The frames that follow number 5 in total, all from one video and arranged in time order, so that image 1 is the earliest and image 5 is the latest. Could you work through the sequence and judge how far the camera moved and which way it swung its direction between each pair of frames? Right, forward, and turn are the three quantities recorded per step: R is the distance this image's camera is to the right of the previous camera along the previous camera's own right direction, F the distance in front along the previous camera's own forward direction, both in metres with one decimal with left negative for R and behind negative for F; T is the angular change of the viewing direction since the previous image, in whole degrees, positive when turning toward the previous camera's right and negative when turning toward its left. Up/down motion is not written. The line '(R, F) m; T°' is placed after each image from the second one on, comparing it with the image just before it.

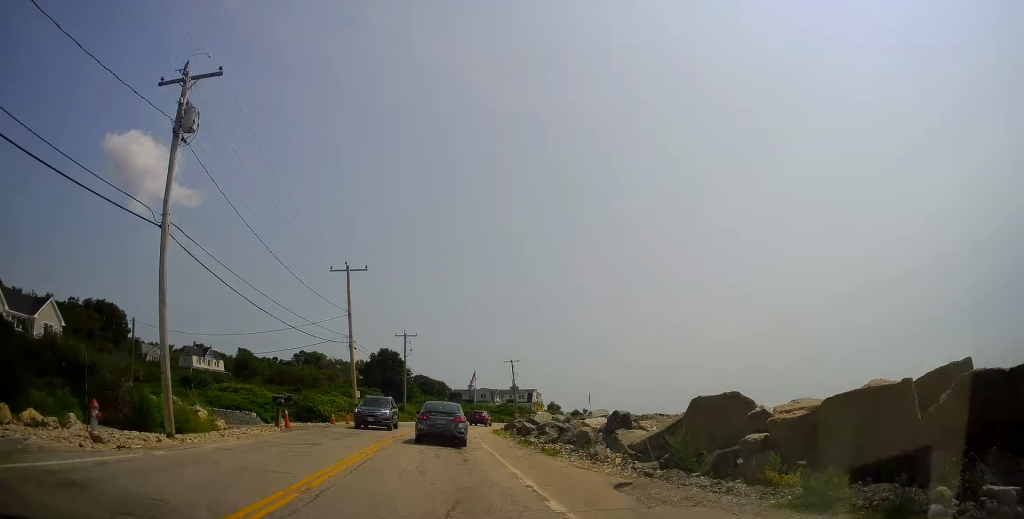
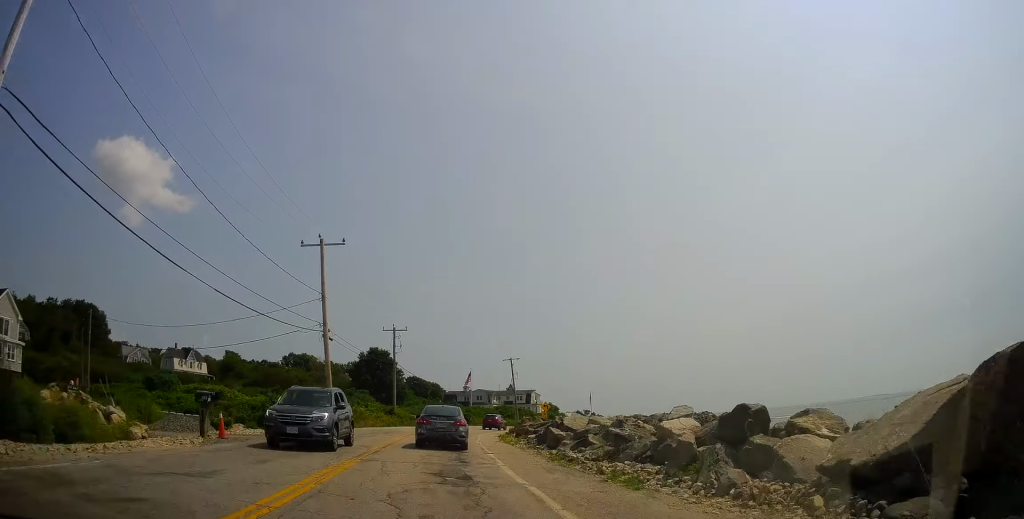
(+0.2, +7.9) m; +1°
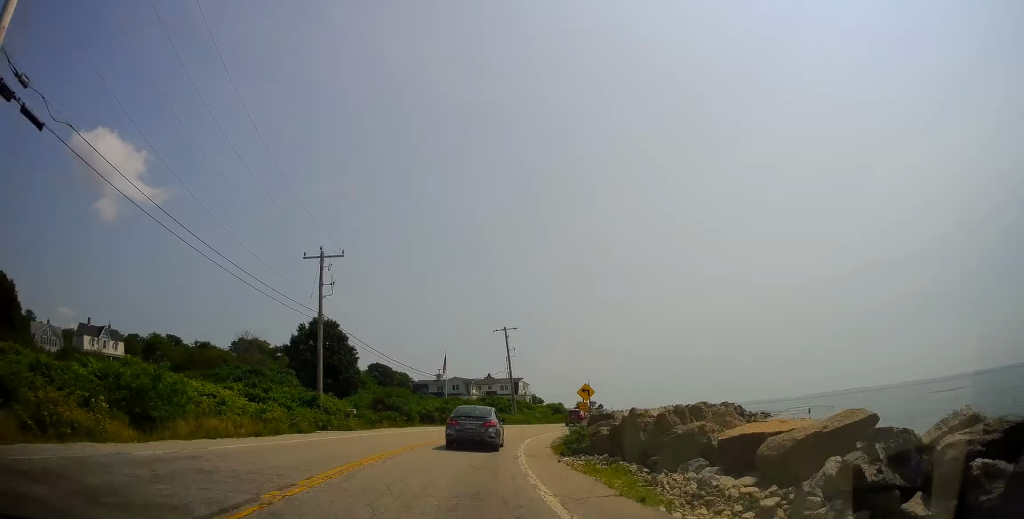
(+0.7, +29.5) m; +6°
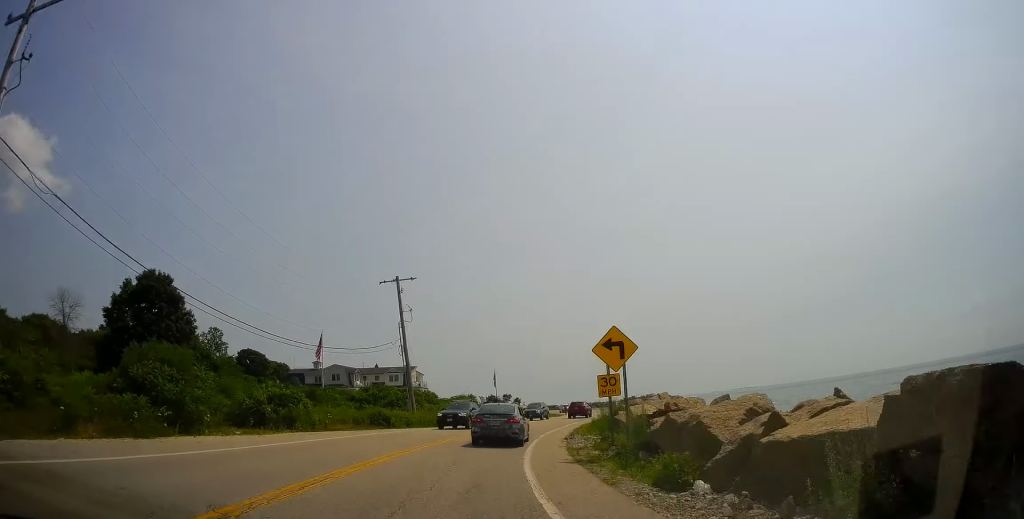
(+2.0, +25.0) m; +8°
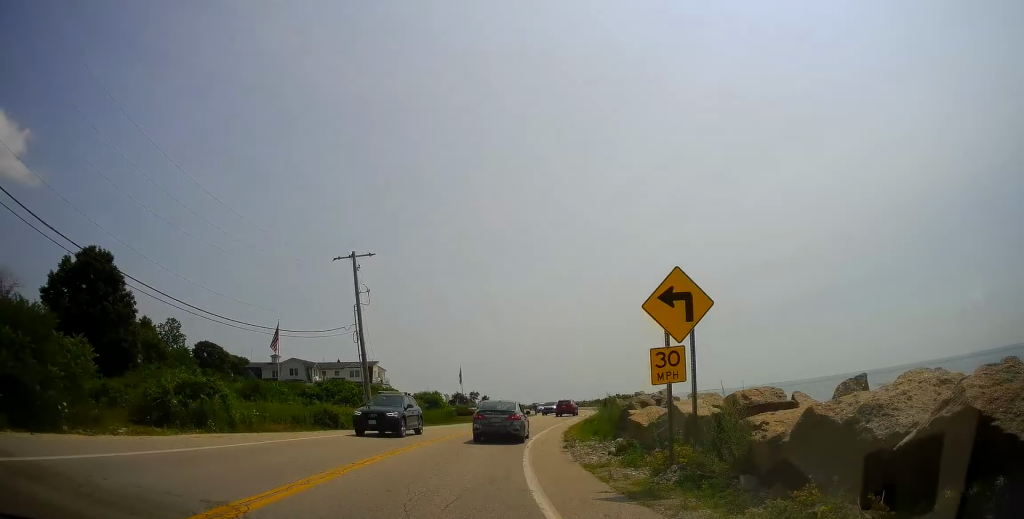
(-0.2, +6.5) m; +2°
